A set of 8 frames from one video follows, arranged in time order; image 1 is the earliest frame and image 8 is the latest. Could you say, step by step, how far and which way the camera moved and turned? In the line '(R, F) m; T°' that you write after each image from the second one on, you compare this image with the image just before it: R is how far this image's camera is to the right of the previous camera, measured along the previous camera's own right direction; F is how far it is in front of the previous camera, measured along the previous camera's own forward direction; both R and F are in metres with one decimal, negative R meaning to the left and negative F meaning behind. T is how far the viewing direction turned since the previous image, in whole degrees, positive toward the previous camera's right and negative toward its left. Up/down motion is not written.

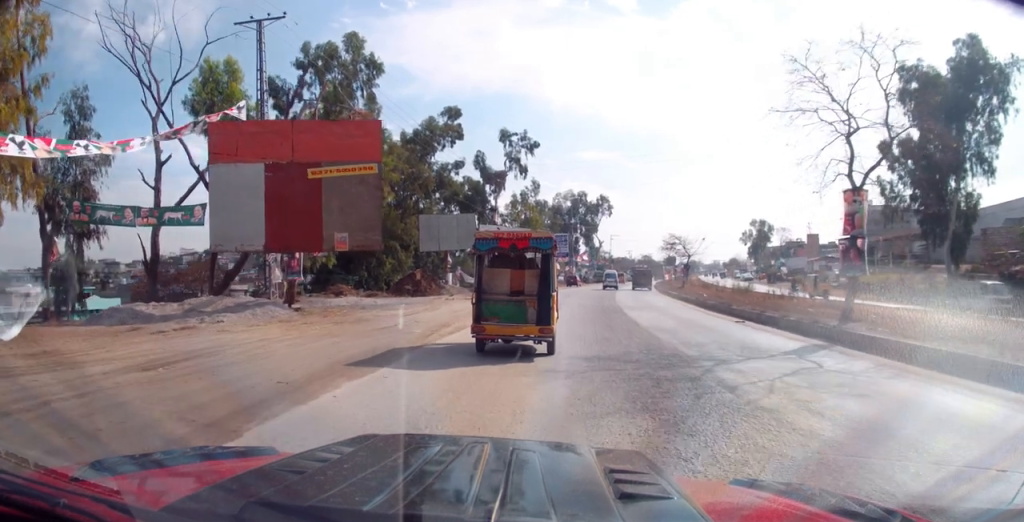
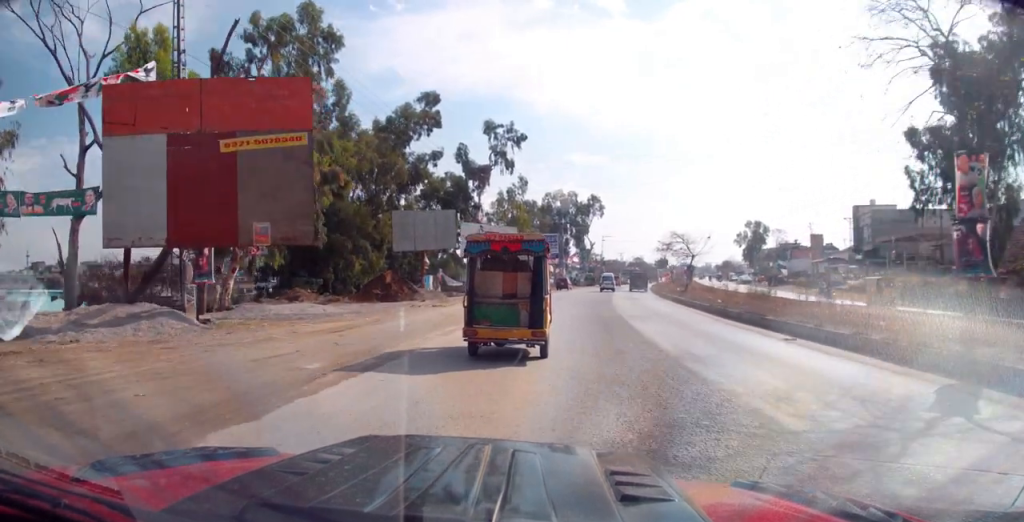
(-0.1, +5.6) m; +4°
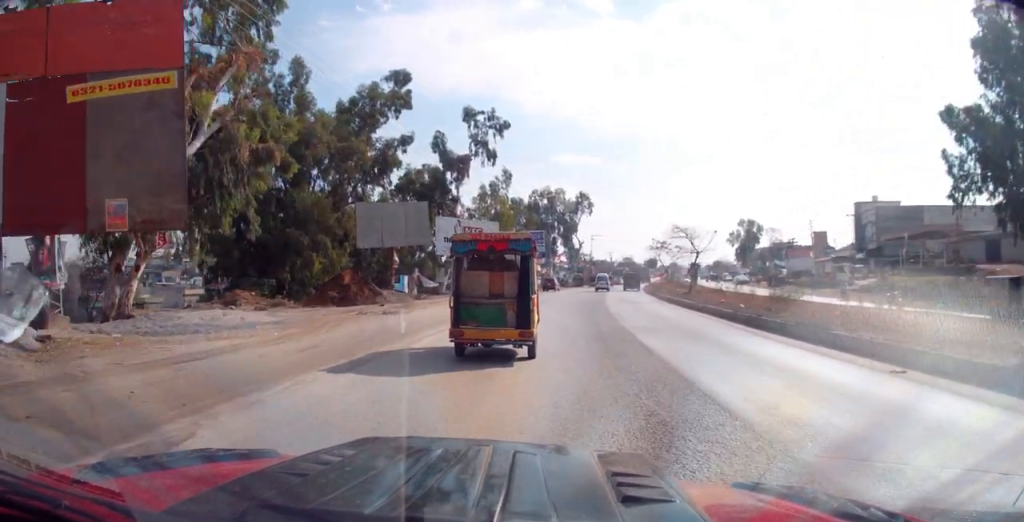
(+0.3, +5.8) m; +4°
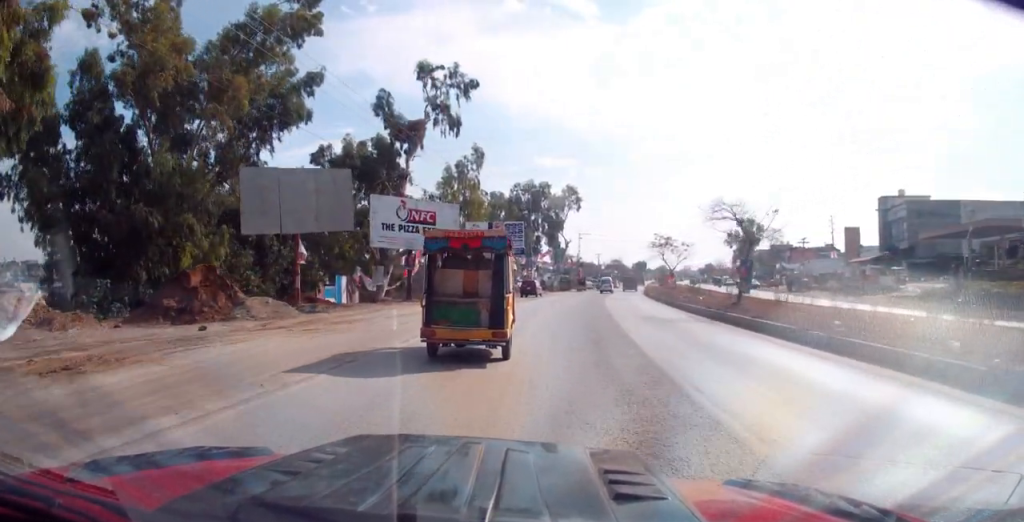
(+0.6, +13.9) m; 0°
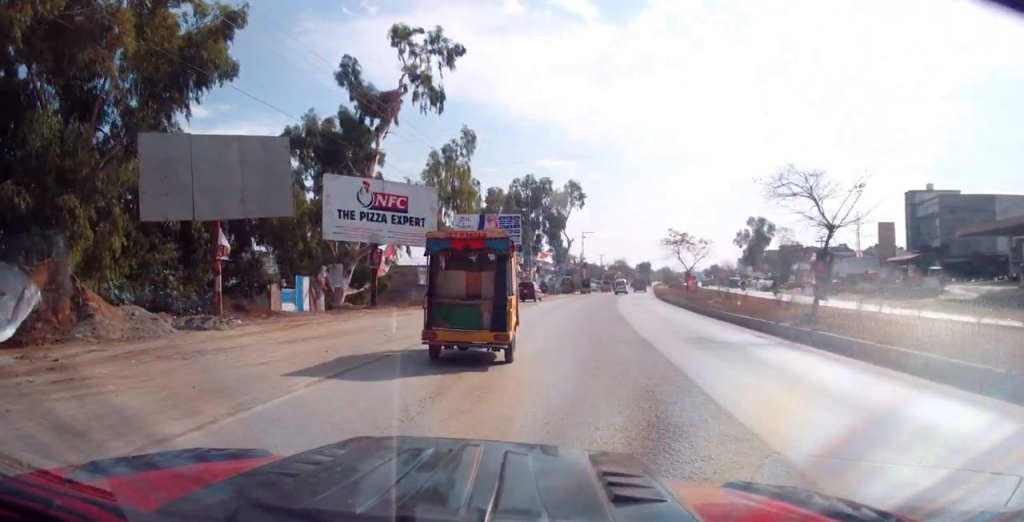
(-0.3, +7.8) m; -2°
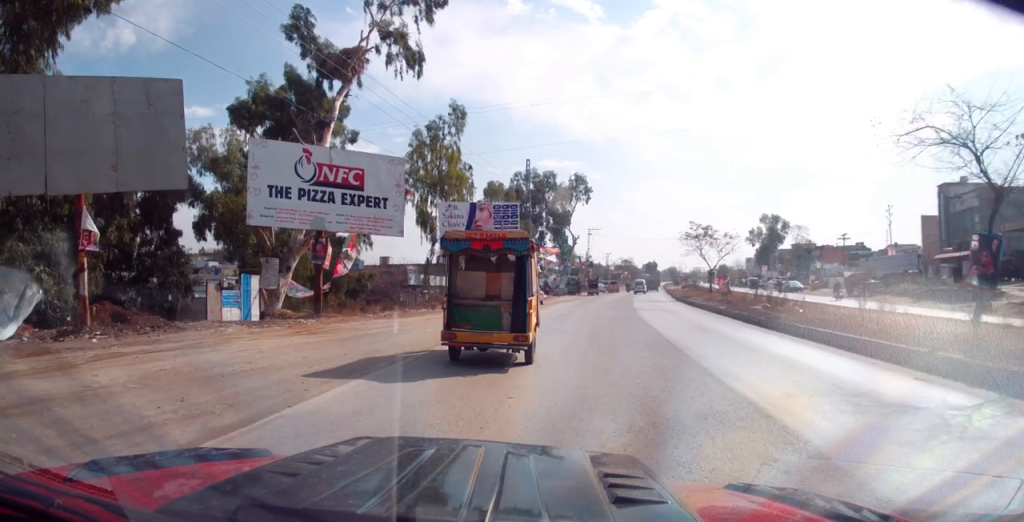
(0.0, +7.9) m; 0°
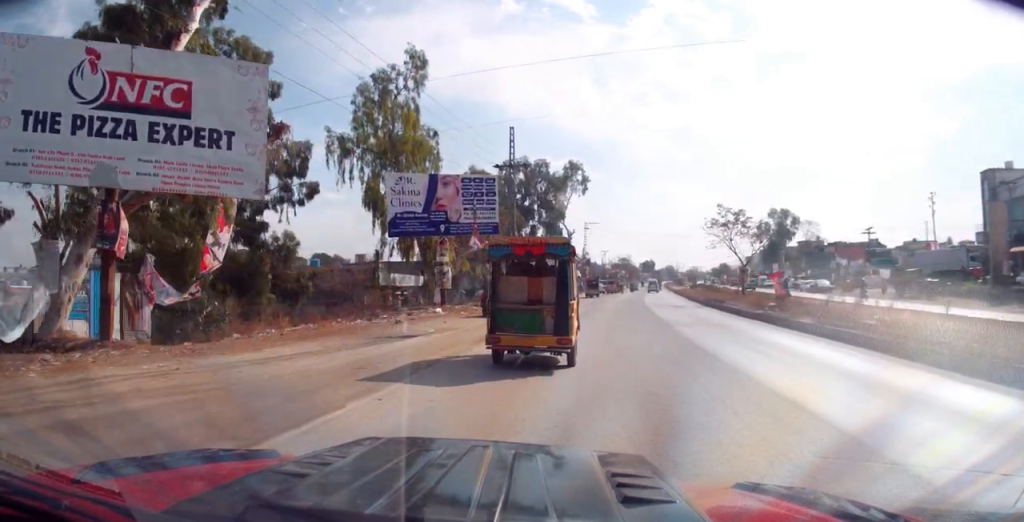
(+0.2, +11.2) m; +2°
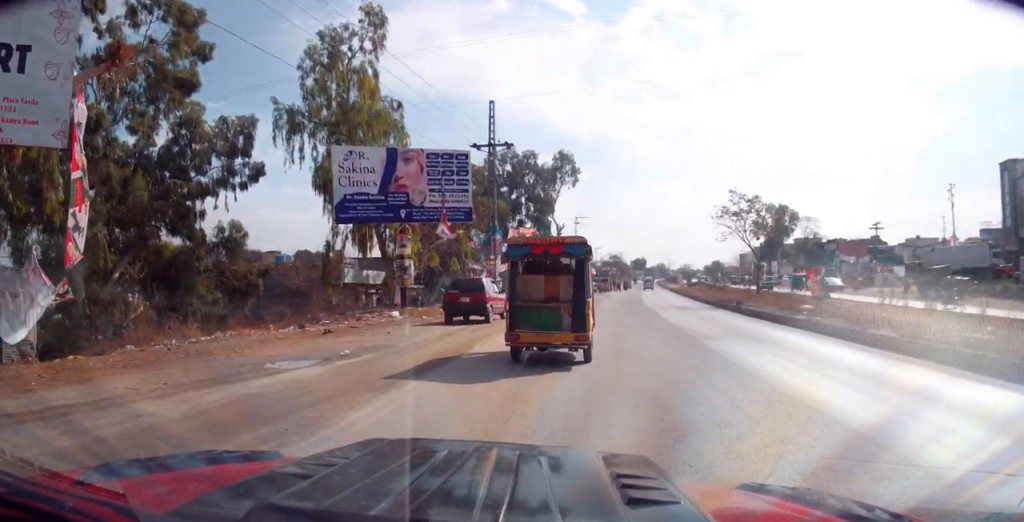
(+0.3, +5.8) m; -1°
